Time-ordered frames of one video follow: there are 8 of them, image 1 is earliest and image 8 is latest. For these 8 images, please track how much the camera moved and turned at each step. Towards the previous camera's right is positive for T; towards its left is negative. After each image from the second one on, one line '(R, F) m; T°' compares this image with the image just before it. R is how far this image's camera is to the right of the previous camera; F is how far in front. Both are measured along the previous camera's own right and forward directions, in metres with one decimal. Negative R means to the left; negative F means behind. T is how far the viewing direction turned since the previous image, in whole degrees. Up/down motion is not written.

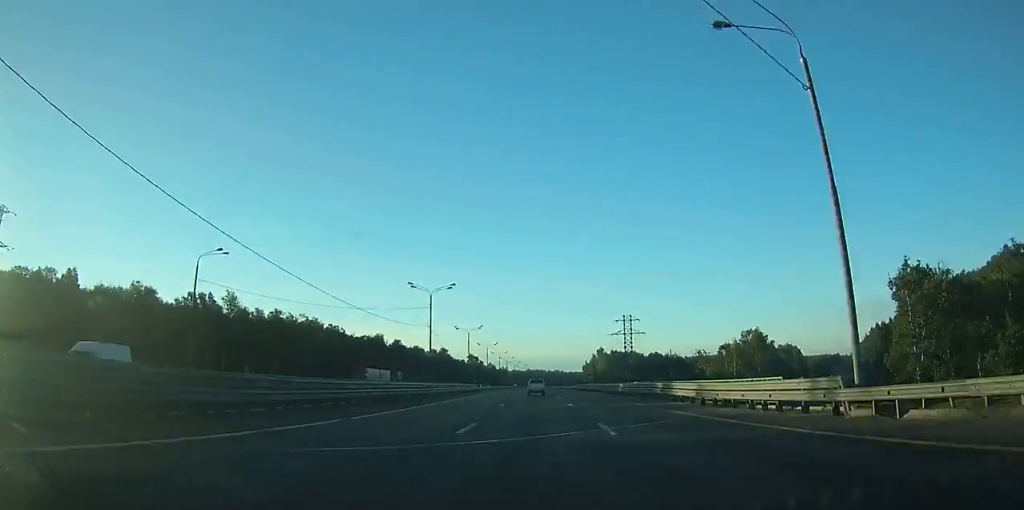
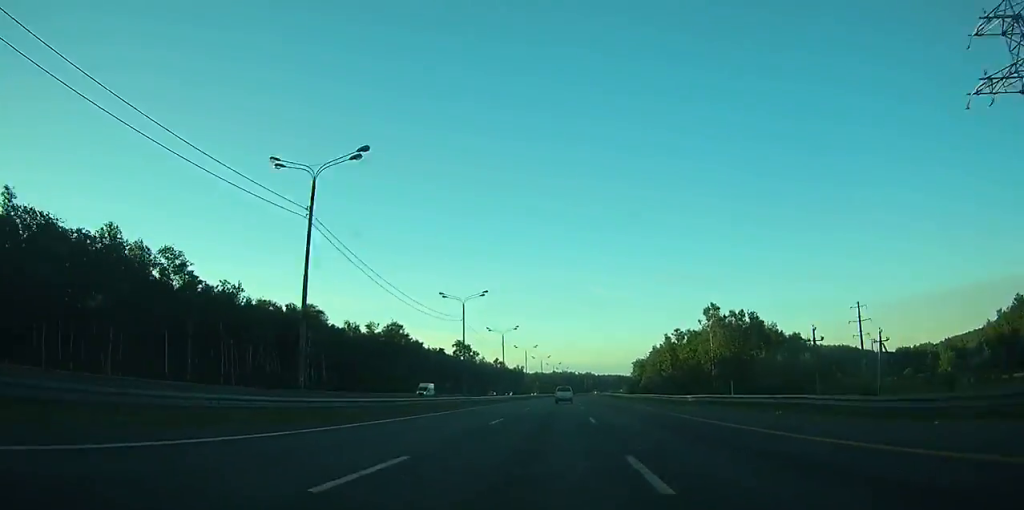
(-4.0, +157.5) m; -1°
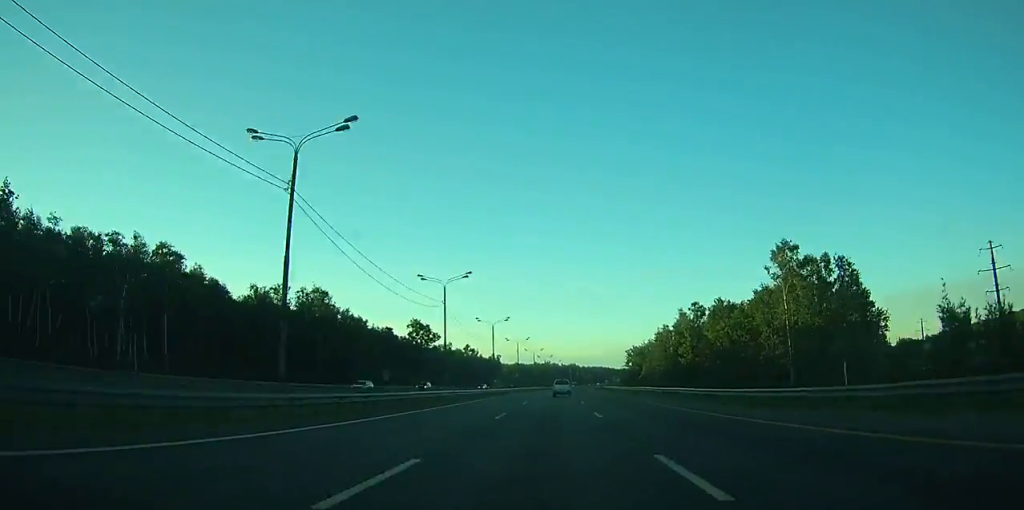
(+0.2, +47.8) m; +1°
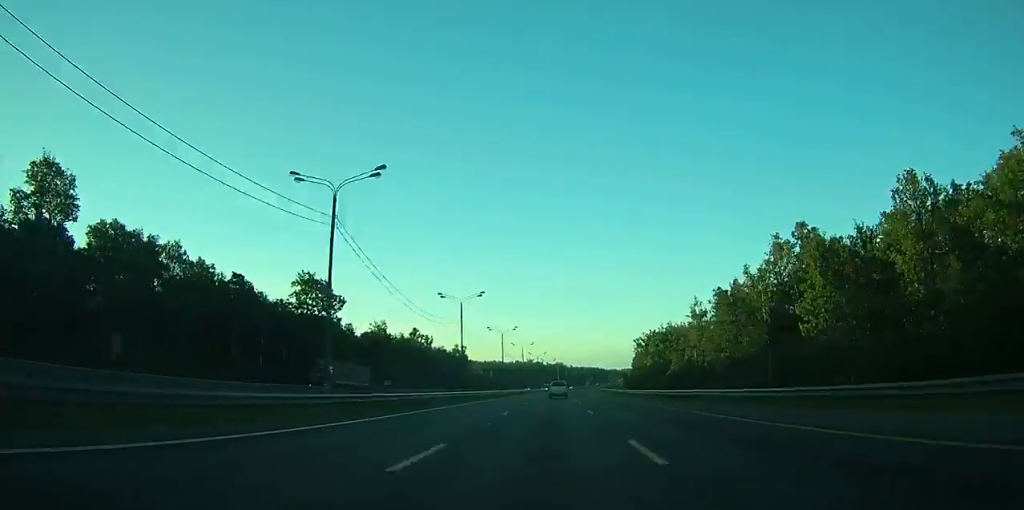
(+1.1, +75.1) m; +2°
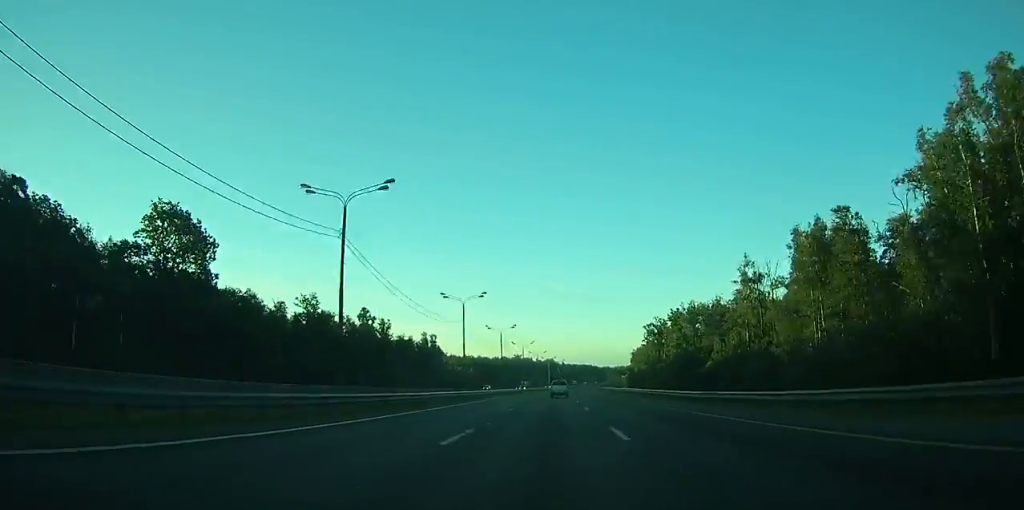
(+0.3, +41.5) m; +1°
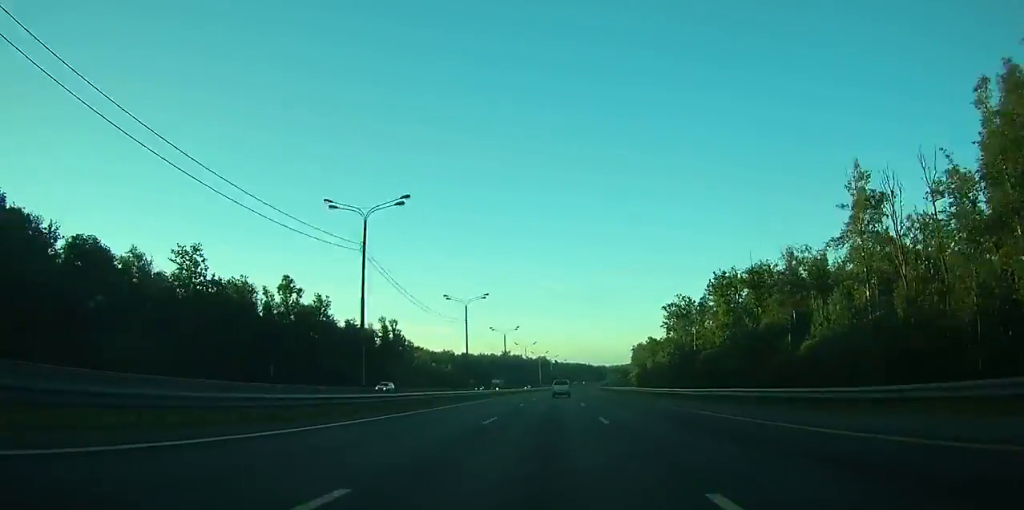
(+0.2, +38.8) m; +1°
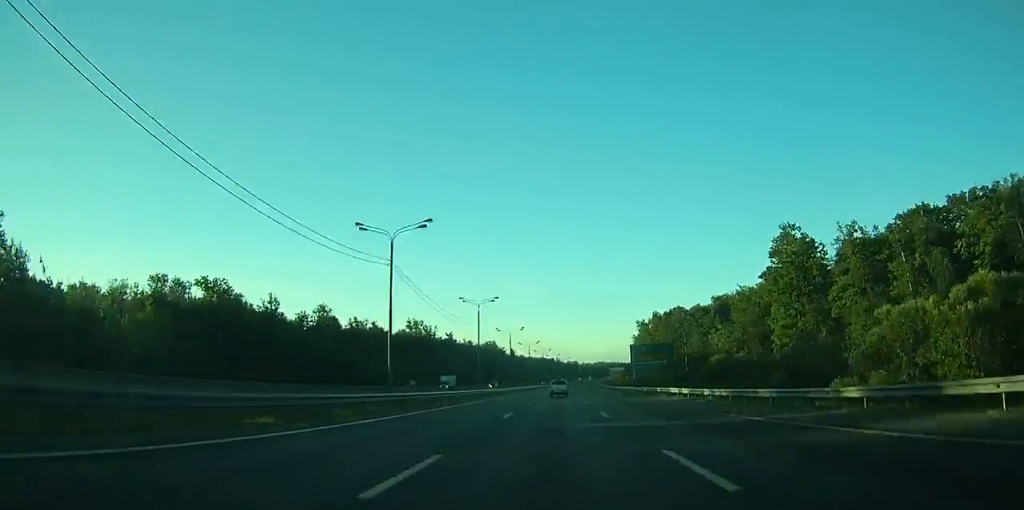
(+5.2, +164.1) m; +4°
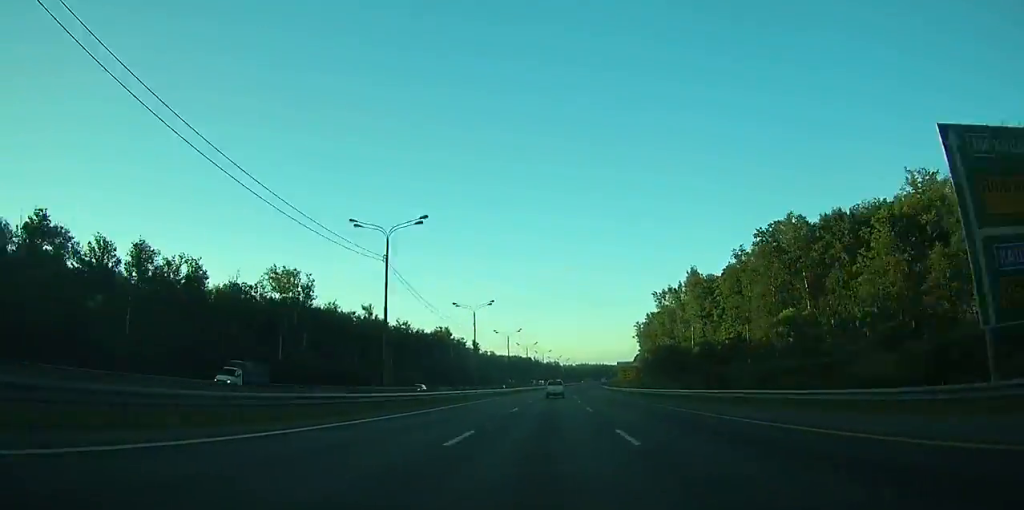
(+1.5, +87.8) m; +2°
